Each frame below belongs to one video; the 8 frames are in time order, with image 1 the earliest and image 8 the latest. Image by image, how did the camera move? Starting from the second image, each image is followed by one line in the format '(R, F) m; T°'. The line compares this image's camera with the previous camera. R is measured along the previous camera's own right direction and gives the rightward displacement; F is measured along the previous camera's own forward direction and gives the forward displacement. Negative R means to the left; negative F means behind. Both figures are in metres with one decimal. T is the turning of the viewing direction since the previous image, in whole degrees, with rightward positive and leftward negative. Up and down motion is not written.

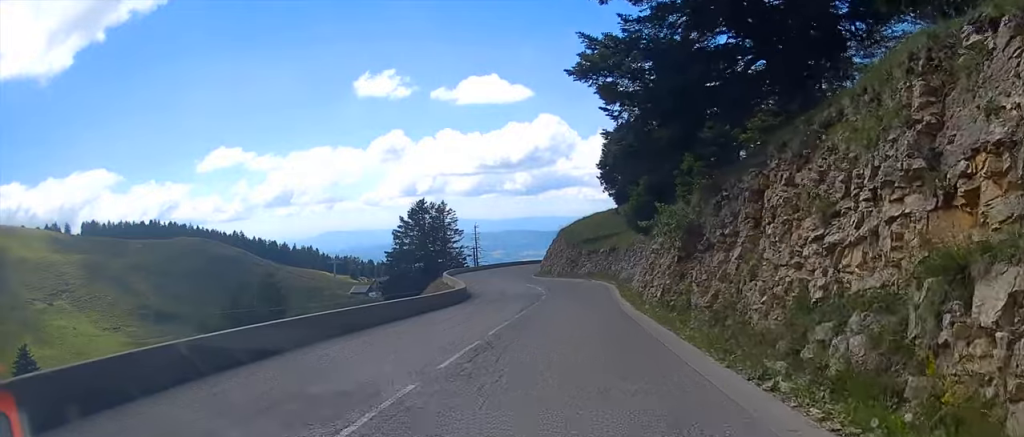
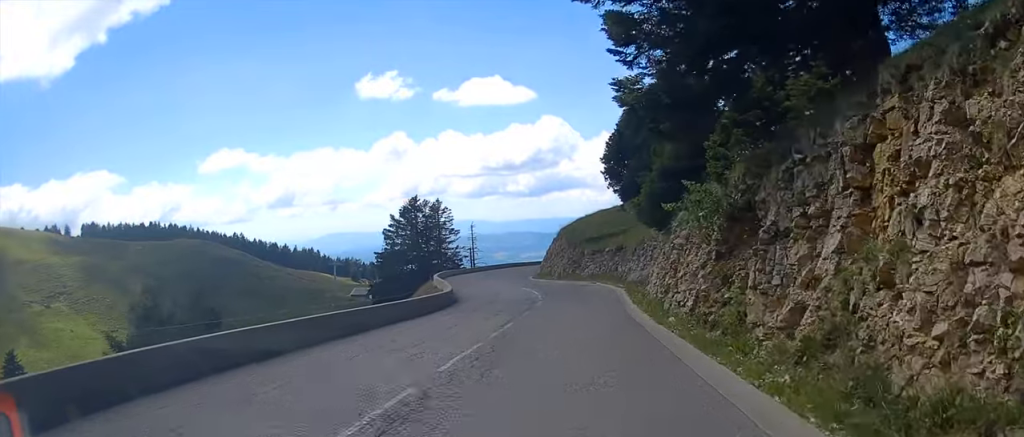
(-0.2, +4.7) m; 0°
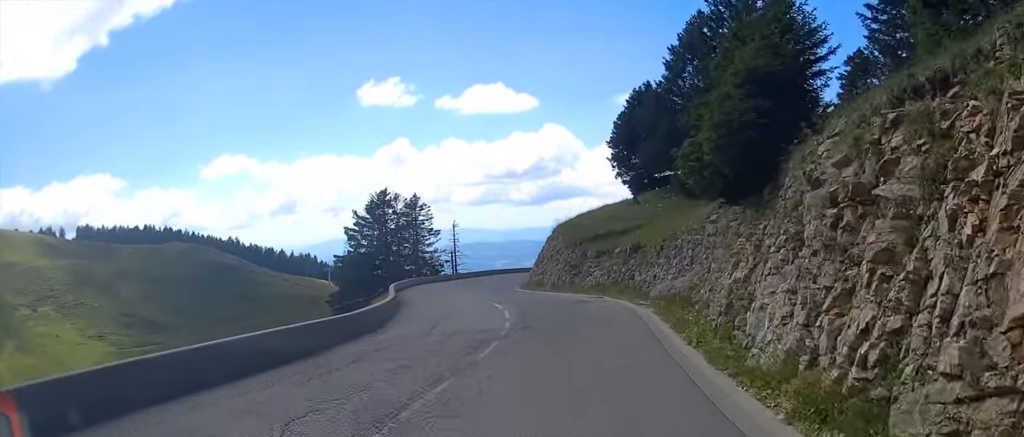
(+0.3, +12.0) m; -2°
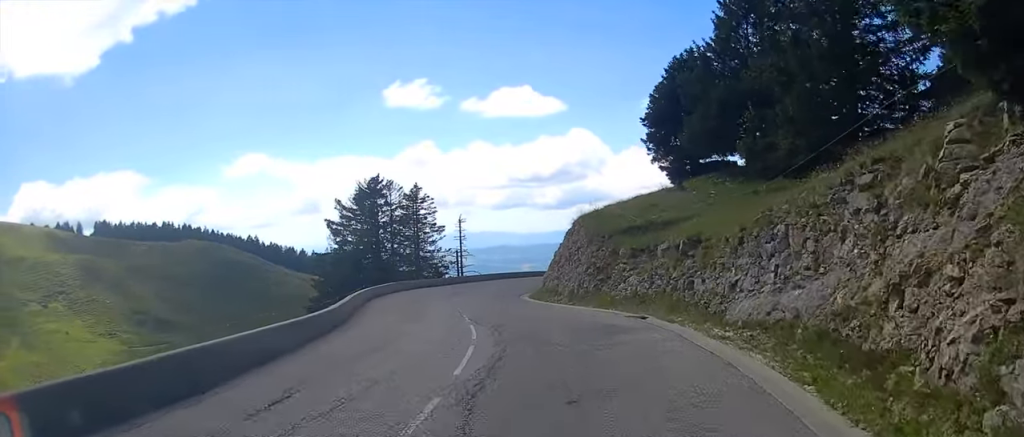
(-0.7, +9.6) m; -4°
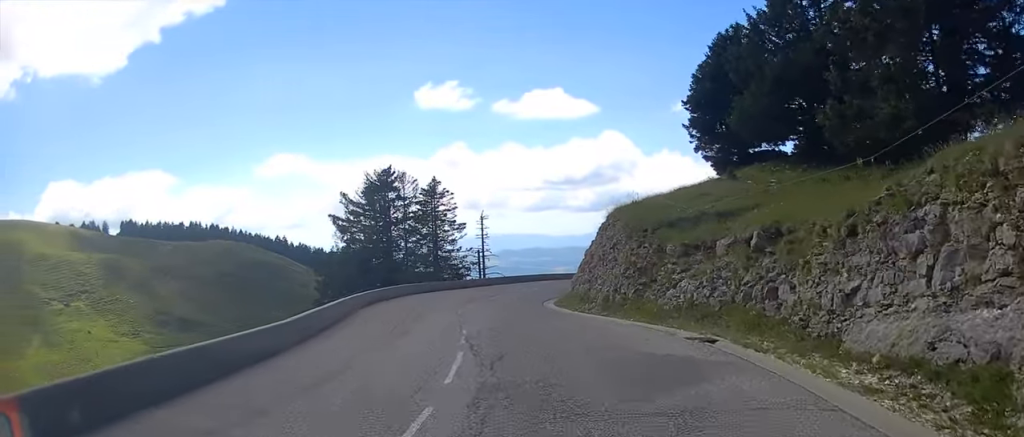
(0.0, +5.0) m; -1°
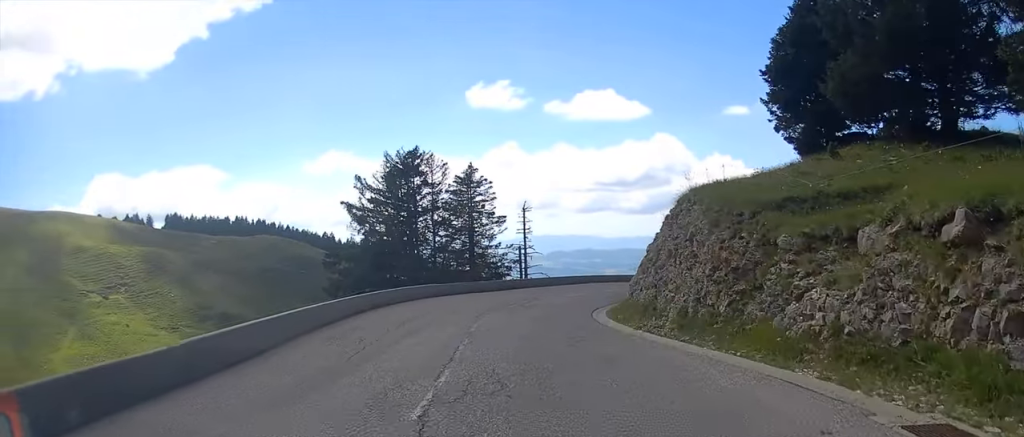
(+0.1, +6.5) m; -1°
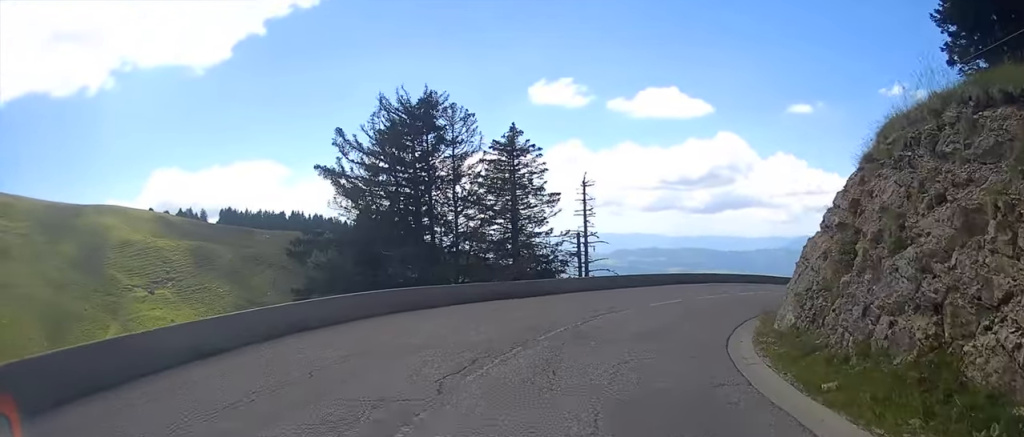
(-0.3, +11.4) m; +1°
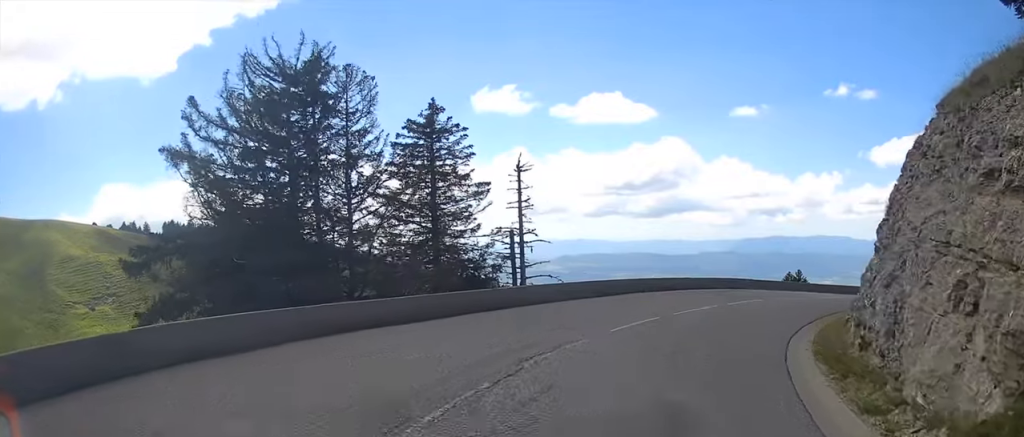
(+0.2, +6.8) m; +5°
